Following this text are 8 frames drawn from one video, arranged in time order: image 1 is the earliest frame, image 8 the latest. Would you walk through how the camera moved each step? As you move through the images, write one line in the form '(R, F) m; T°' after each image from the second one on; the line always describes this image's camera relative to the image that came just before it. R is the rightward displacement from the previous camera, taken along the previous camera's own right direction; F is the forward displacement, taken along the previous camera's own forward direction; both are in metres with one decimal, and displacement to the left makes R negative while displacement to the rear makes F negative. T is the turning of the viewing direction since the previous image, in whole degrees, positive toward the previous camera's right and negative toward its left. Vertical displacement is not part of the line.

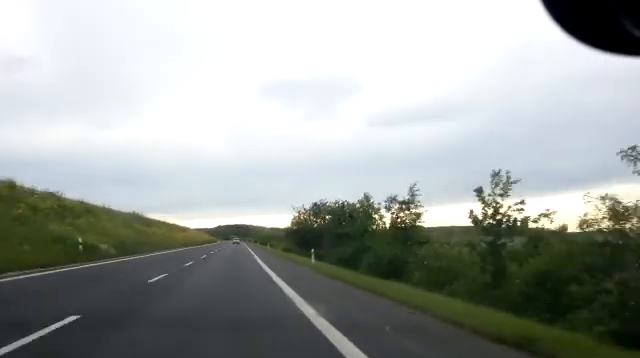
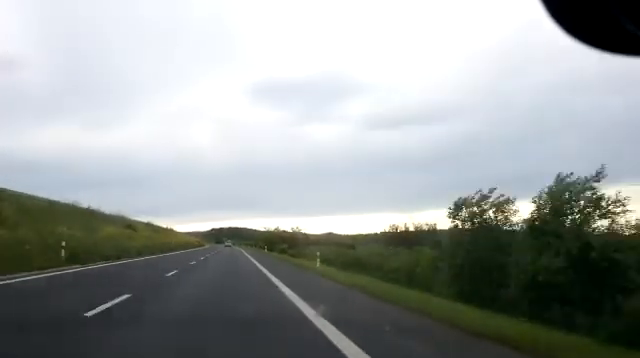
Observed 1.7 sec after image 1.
(+0.9, +41.5) m; +2°
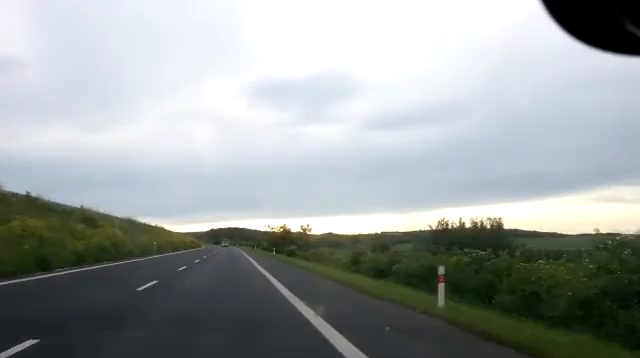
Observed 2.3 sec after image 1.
(0.0, +13.9) m; 0°
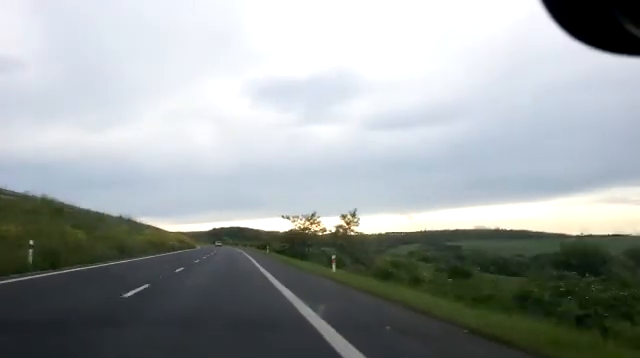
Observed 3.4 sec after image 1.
(0.0, +28.7) m; 0°
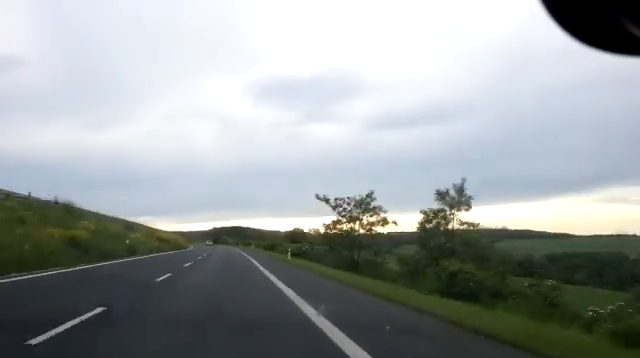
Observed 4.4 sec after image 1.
(0.0, +23.0) m; 0°
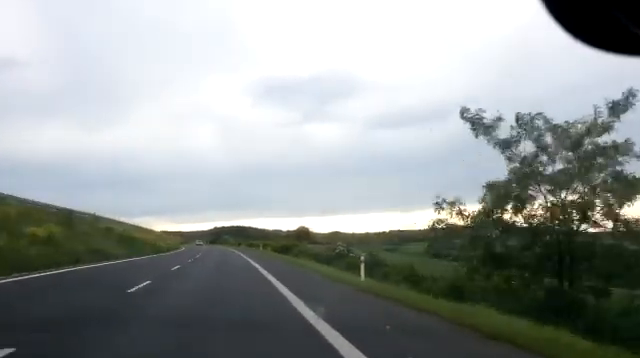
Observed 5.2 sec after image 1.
(0.0, +21.3) m; 0°
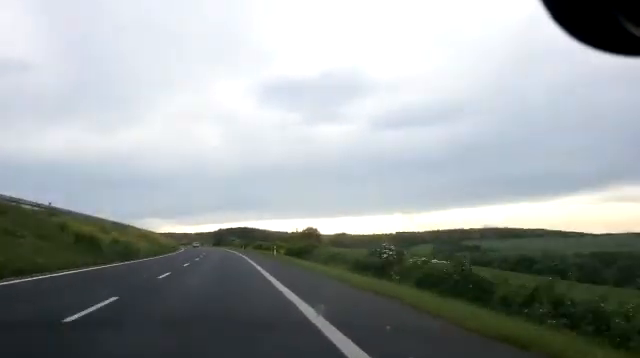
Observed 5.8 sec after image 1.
(0.0, +13.2) m; -1°
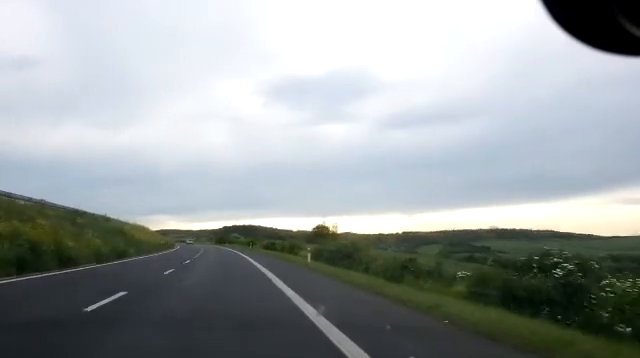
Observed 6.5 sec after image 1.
(0.0, +17.3) m; -1°
